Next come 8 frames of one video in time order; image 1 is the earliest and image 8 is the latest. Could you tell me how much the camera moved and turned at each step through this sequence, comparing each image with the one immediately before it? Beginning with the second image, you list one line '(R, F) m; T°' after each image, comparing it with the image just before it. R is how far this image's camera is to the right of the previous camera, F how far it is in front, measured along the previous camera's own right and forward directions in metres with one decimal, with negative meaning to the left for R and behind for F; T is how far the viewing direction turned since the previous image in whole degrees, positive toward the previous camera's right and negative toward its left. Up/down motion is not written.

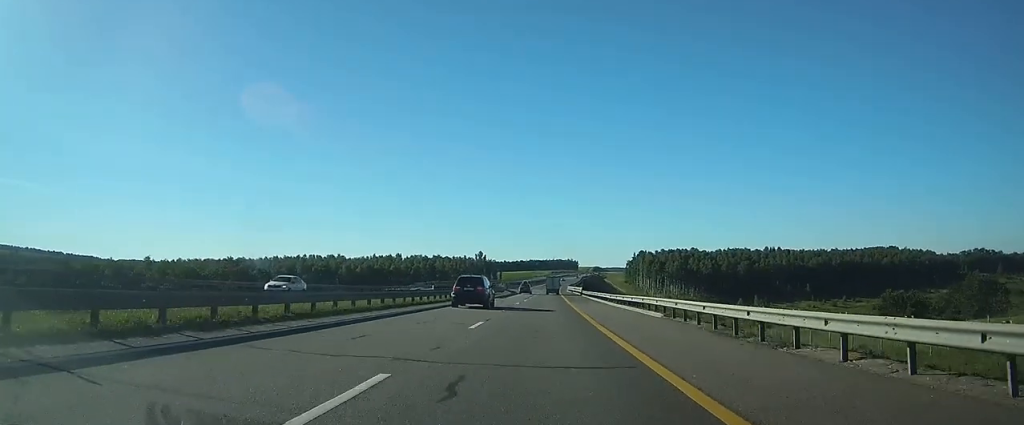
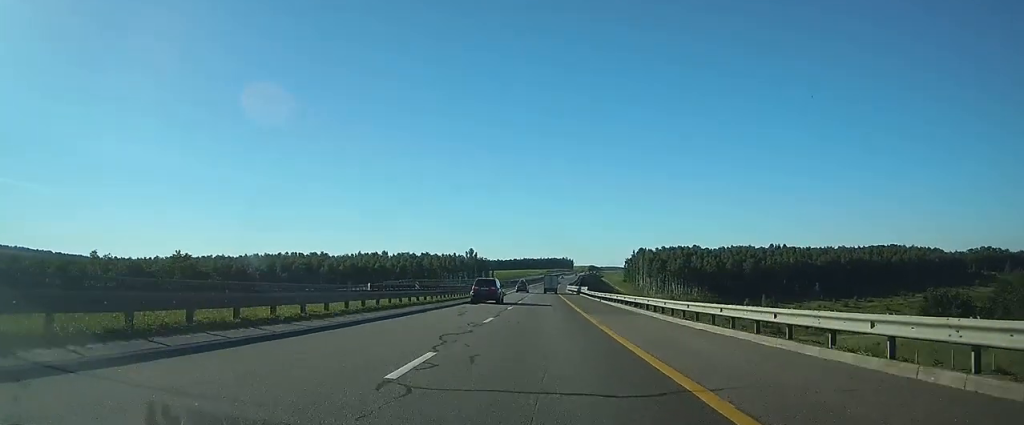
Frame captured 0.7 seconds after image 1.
(+0.2, +21.3) m; +1°
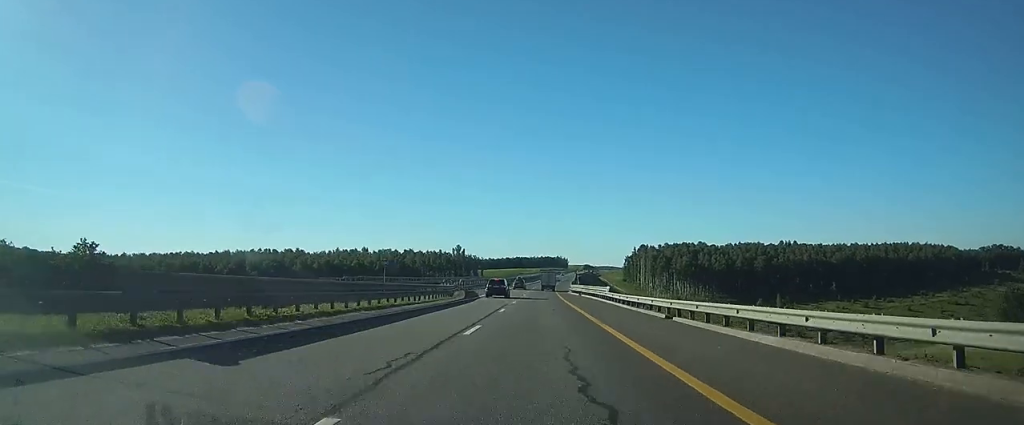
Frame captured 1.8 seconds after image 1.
(+0.2, +29.8) m; +1°
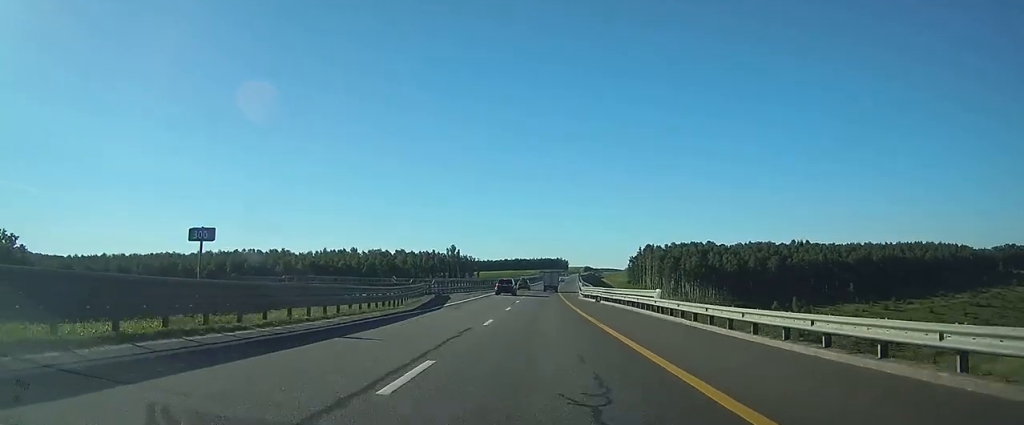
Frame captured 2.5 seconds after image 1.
(+0.1, +20.0) m; 0°
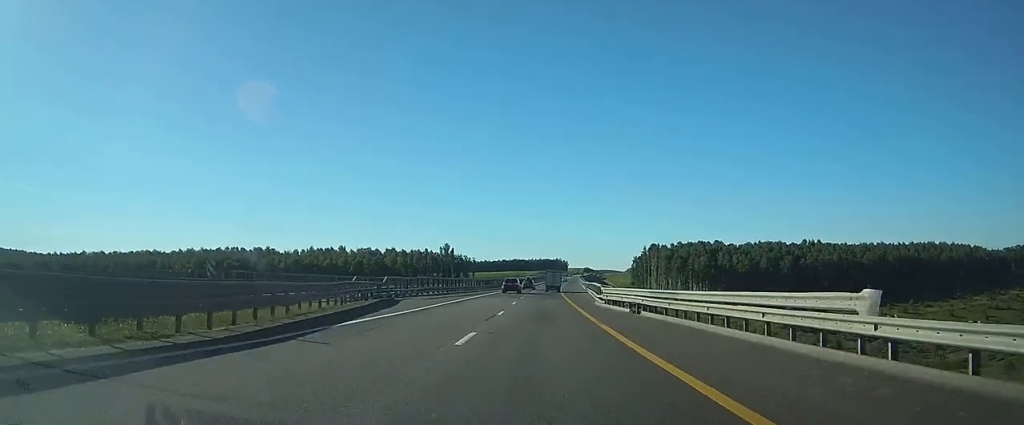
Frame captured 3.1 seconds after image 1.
(0.0, +18.0) m; 0°
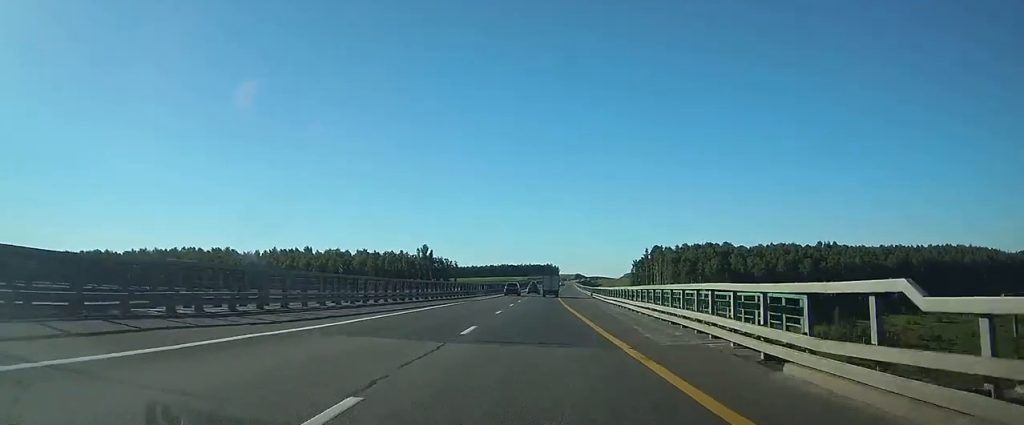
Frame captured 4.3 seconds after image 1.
(0.0, +33.0) m; 0°
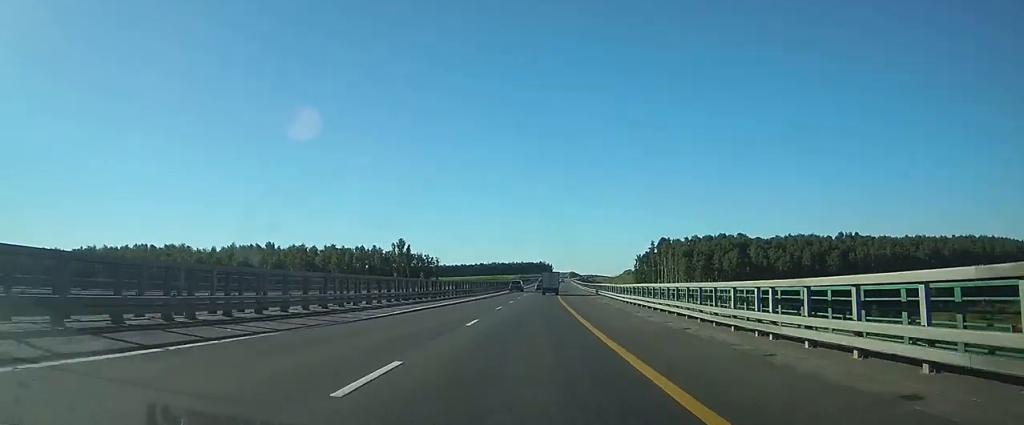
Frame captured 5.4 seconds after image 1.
(+0.3, +32.7) m; +1°
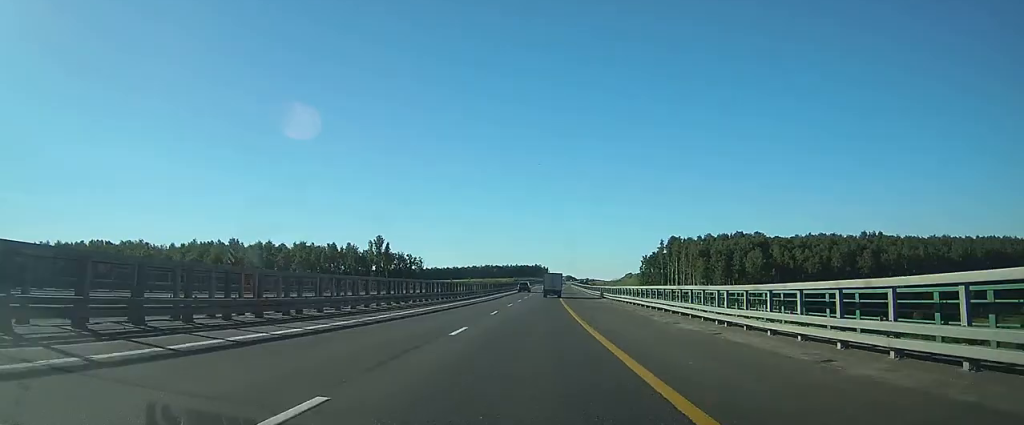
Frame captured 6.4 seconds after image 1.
(+0.2, +26.8) m; +1°
